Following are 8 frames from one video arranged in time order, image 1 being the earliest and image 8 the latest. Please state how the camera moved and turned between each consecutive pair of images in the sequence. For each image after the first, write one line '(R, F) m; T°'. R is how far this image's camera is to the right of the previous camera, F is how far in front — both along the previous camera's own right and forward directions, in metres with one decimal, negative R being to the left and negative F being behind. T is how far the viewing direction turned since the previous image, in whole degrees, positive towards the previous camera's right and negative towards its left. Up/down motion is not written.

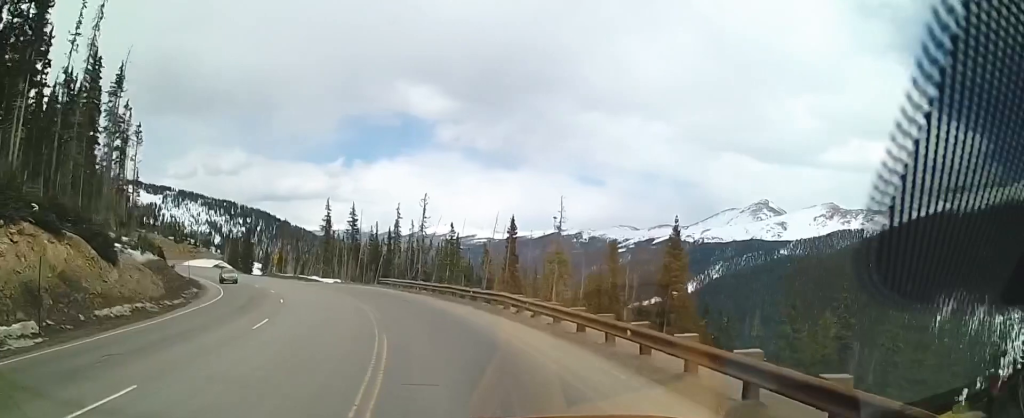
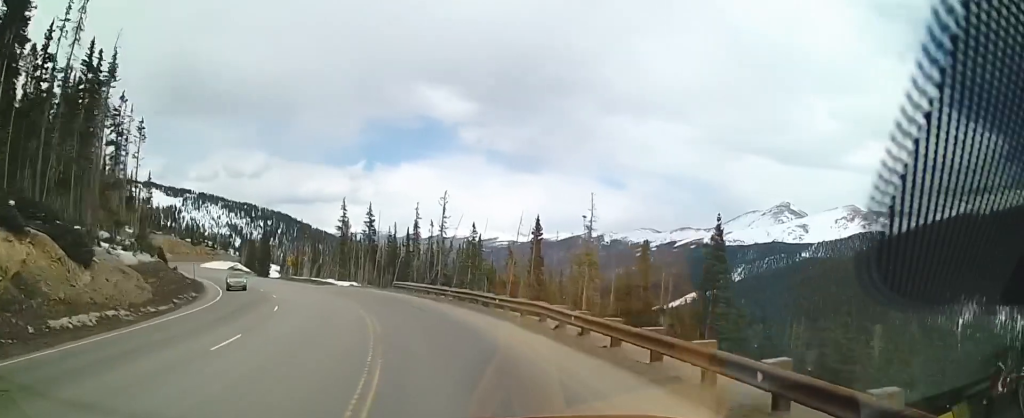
(+2.2, +2.9) m; 0°
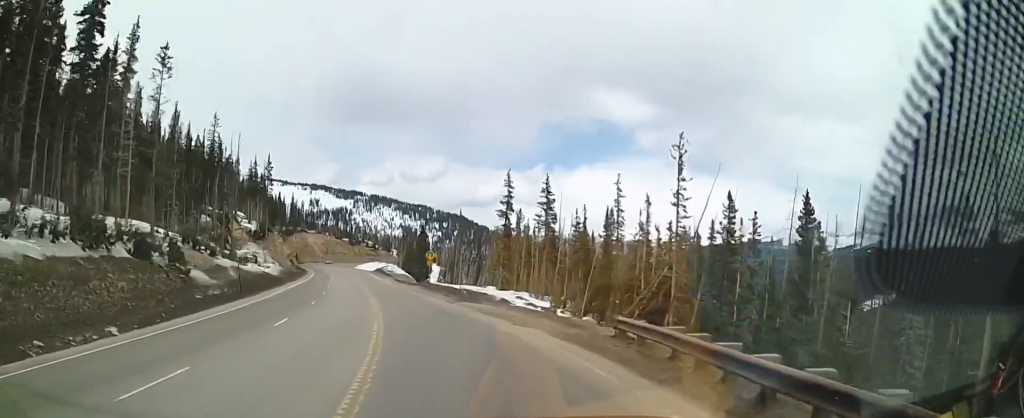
(-18.3, +10.4) m; -84°
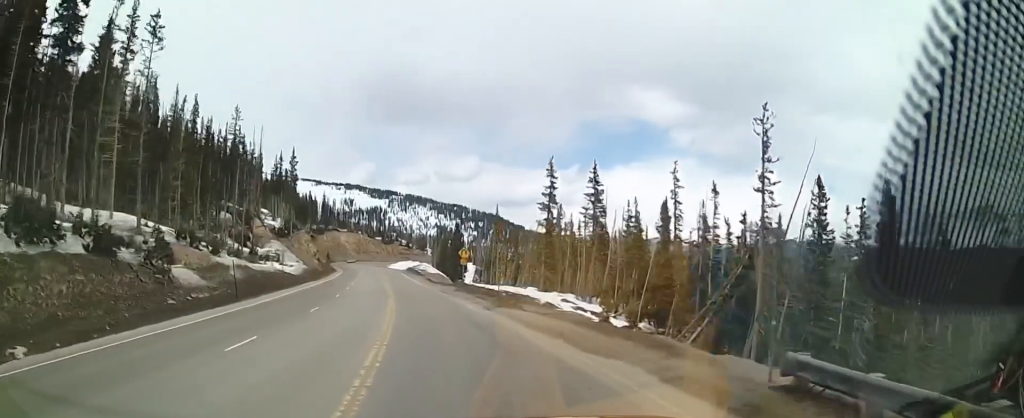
(-0.4, +6.6) m; -4°
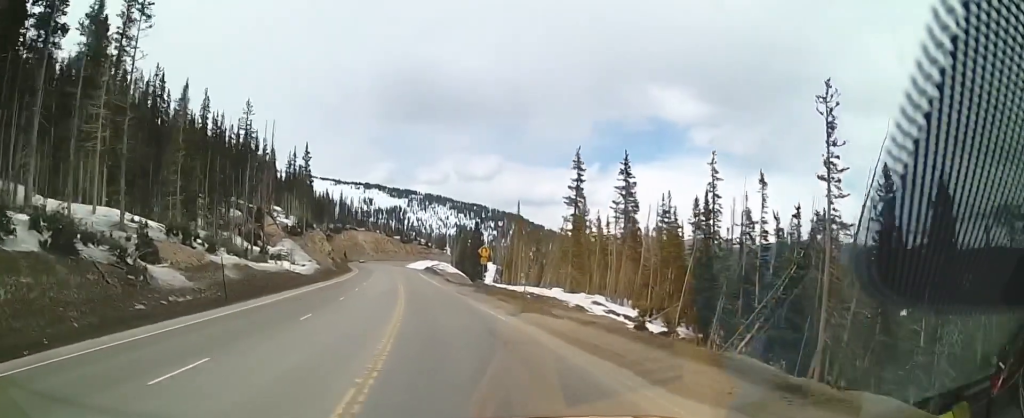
(+0.1, +4.2) m; -1°
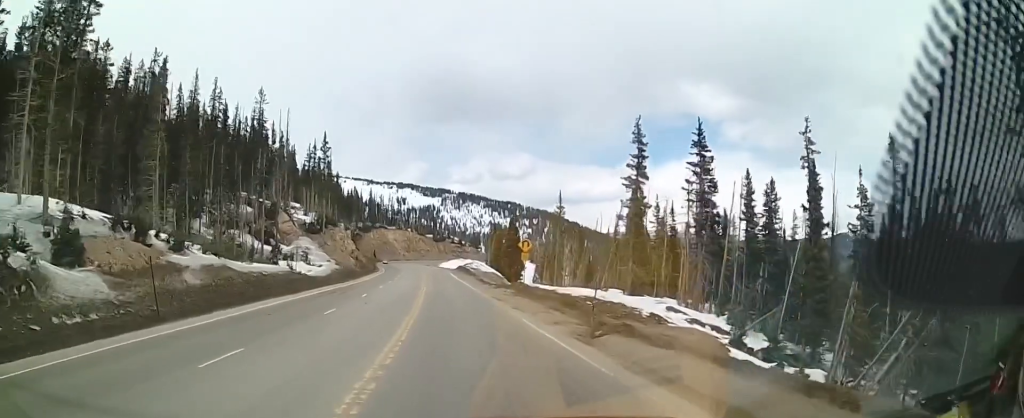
(-0.4, +9.8) m; -3°
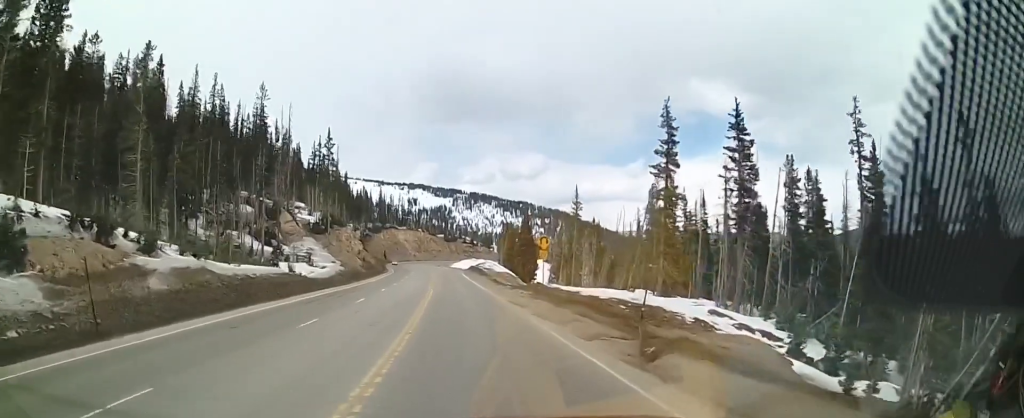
(0.0, +4.6) m; 0°
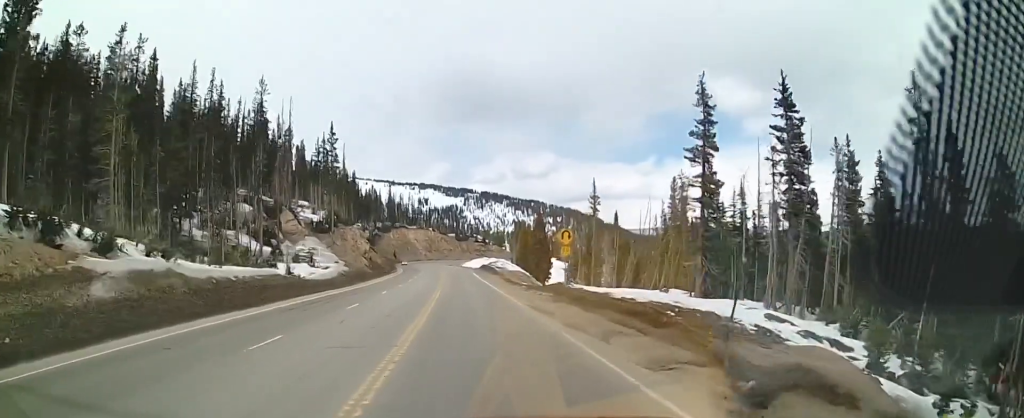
(0.0, +4.9) m; 0°
